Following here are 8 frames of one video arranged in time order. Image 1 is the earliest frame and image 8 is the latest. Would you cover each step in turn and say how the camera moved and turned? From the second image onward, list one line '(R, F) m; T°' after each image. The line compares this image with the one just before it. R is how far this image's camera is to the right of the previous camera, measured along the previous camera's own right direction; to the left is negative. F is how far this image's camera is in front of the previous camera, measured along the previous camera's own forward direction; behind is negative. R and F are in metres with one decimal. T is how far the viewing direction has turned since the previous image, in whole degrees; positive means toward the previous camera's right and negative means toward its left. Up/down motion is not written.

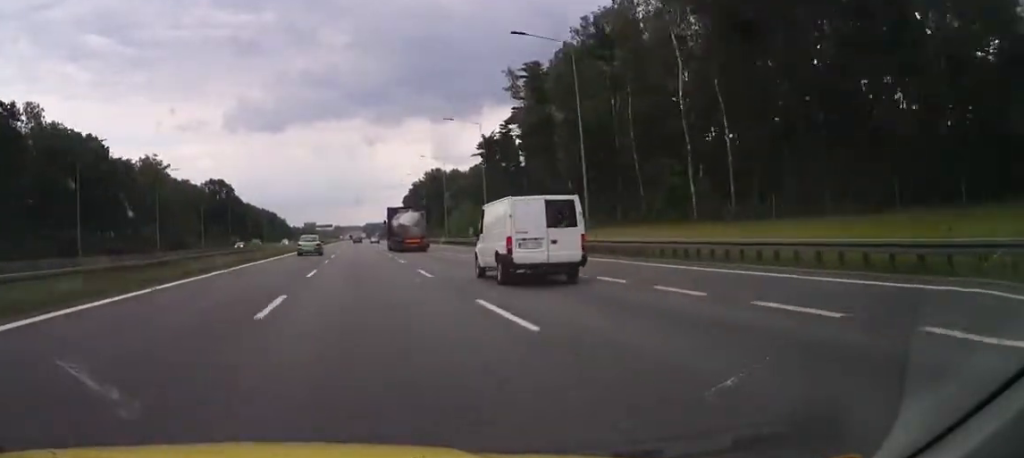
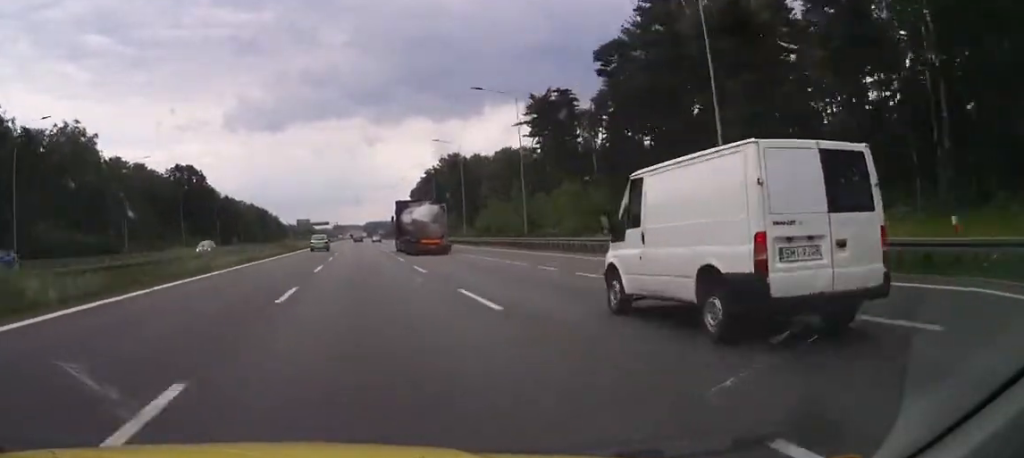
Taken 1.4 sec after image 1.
(0.0, +44.7) m; 0°
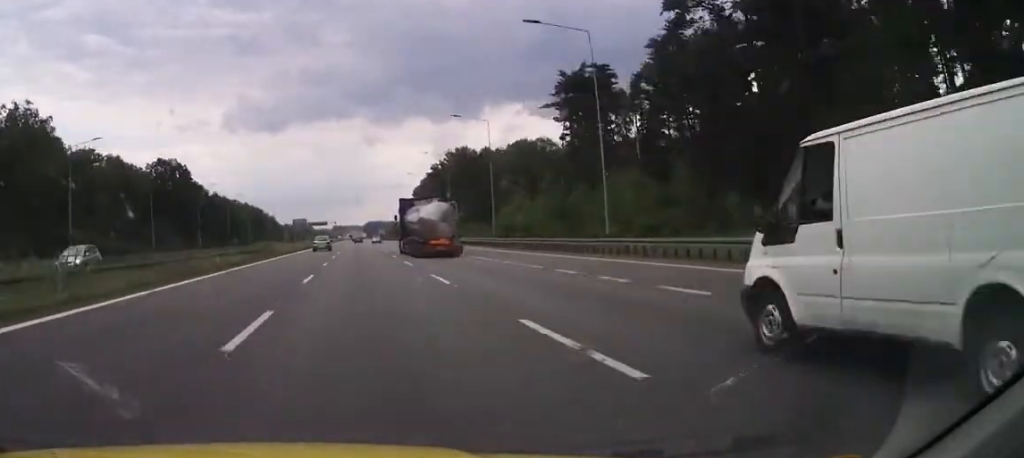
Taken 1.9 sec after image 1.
(0.0, +17.6) m; 0°
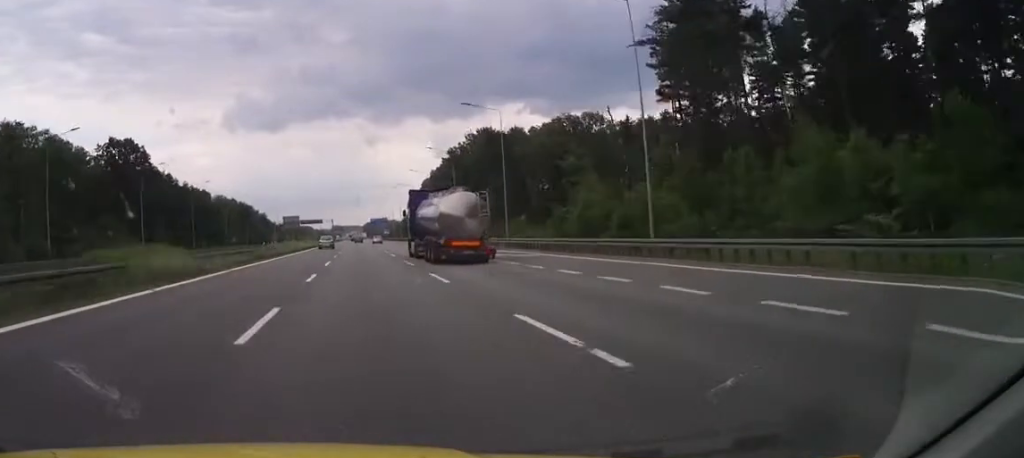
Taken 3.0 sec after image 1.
(0.0, +35.3) m; 0°
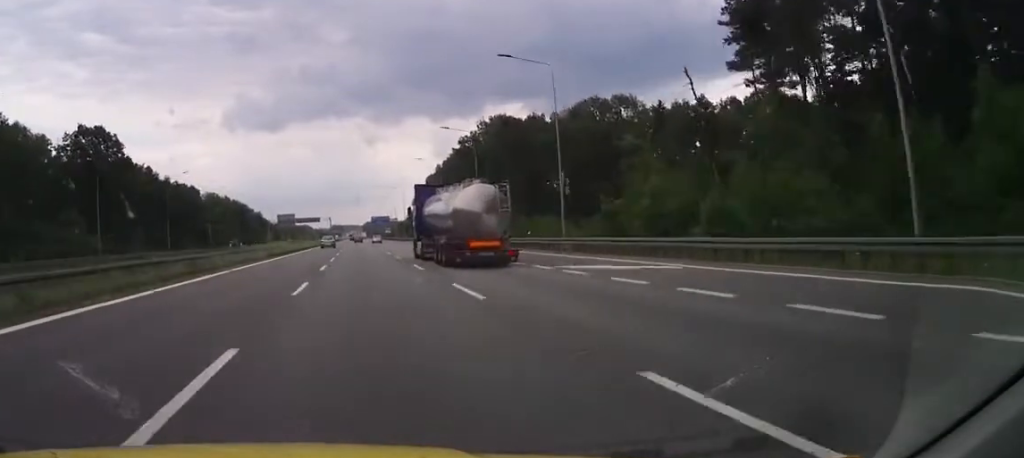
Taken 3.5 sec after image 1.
(0.0, +16.5) m; 0°
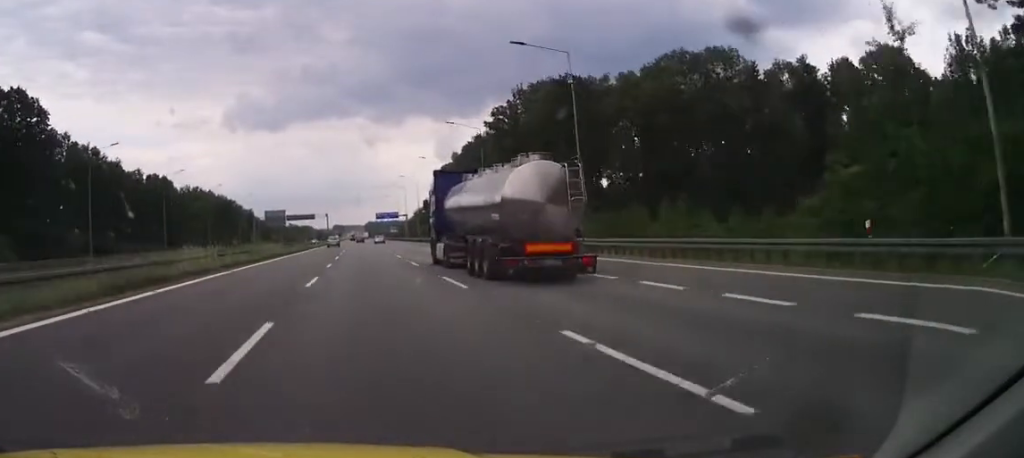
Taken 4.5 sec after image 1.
(0.0, +33.1) m; 0°
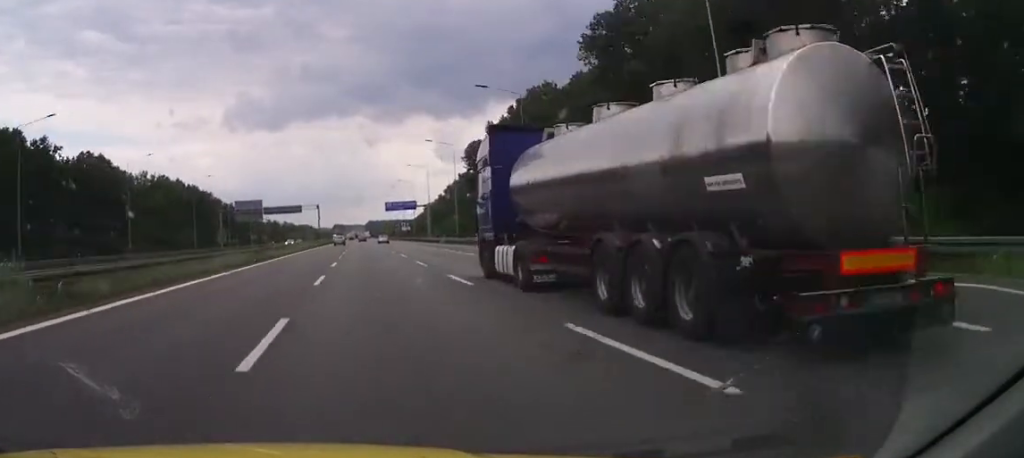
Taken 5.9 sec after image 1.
(0.0, +47.4) m; 0°
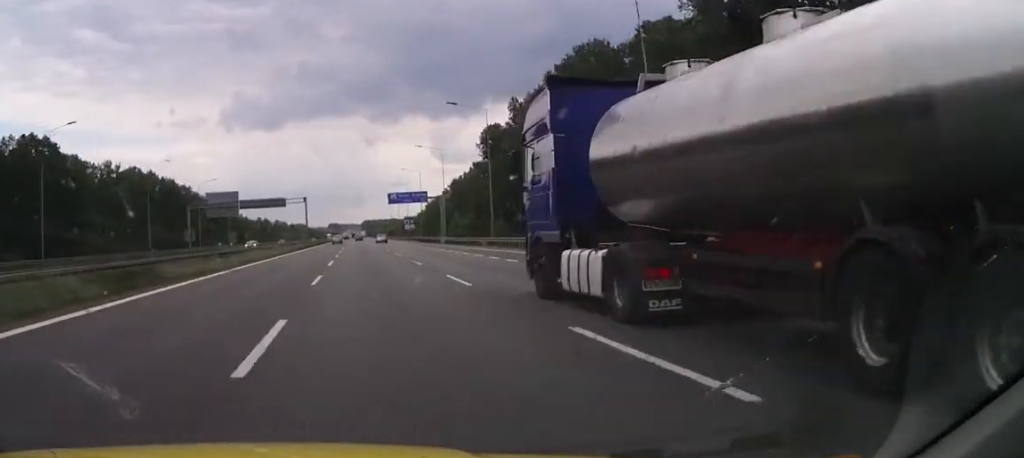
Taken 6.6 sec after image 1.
(0.0, +24.2) m; 0°
